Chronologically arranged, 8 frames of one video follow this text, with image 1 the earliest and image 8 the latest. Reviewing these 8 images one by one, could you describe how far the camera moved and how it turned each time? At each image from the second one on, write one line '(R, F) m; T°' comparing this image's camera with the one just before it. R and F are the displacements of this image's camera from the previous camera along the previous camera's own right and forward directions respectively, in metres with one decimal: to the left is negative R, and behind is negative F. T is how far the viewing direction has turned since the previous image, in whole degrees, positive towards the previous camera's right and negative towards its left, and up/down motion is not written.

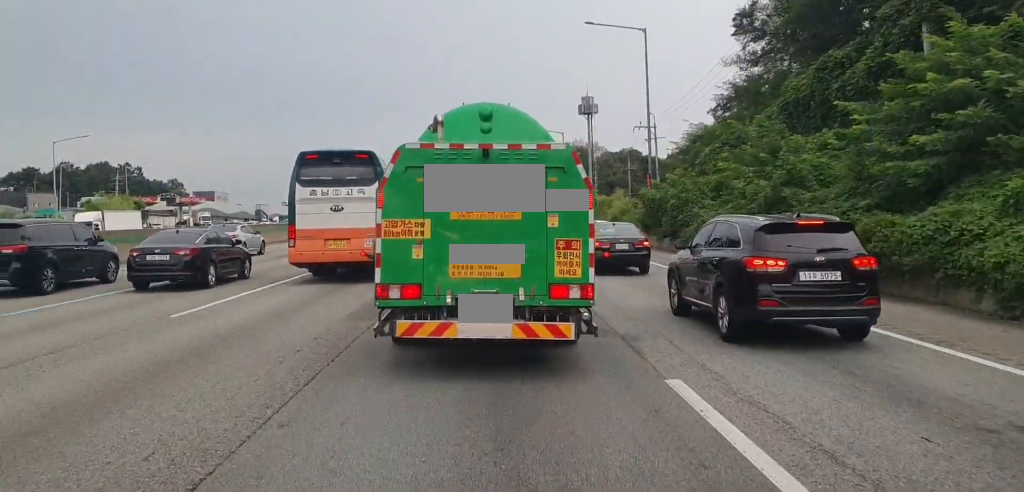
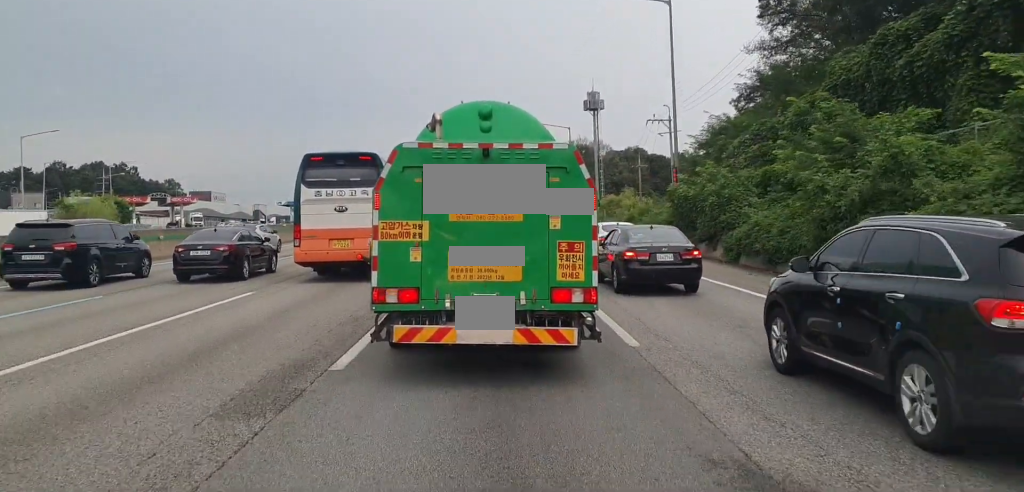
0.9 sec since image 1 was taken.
(0.0, +5.9) m; -1°
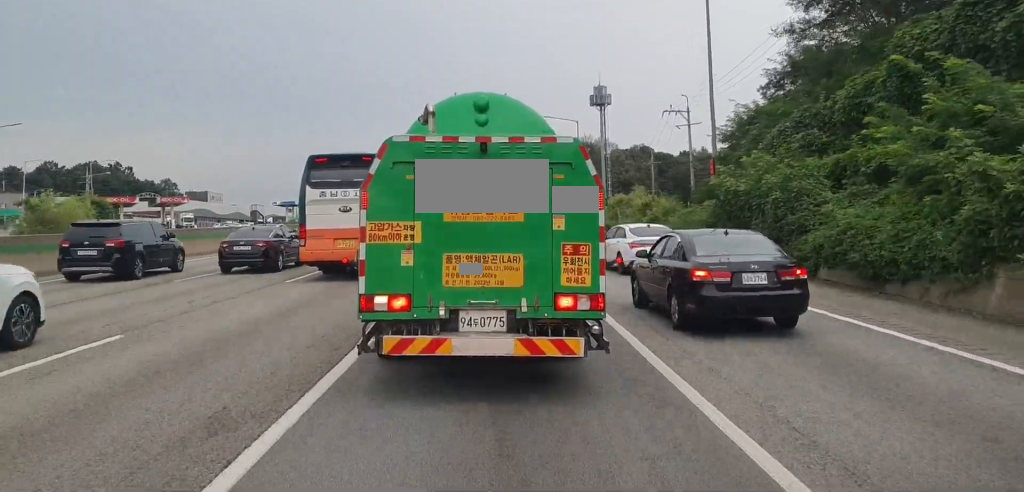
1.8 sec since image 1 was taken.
(-0.1, +6.2) m; -2°
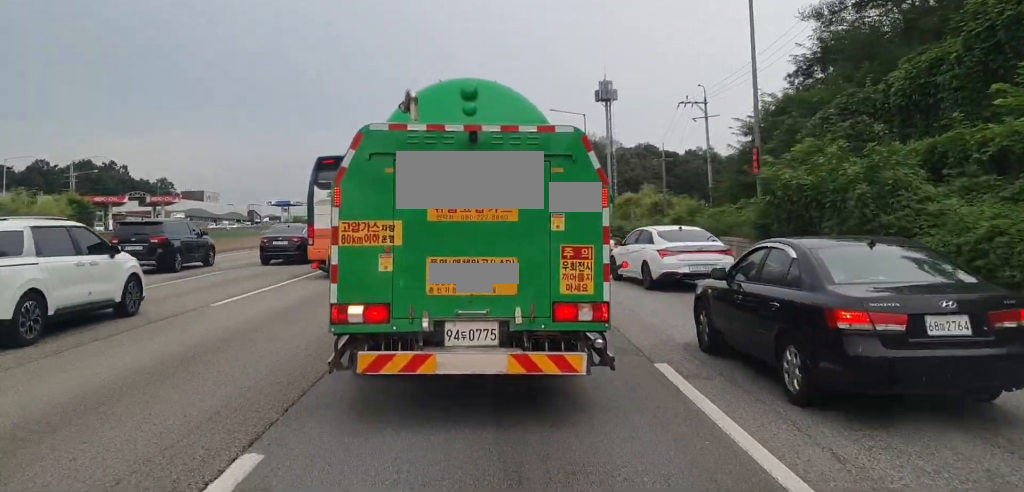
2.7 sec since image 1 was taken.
(-0.1, +4.4) m; 0°
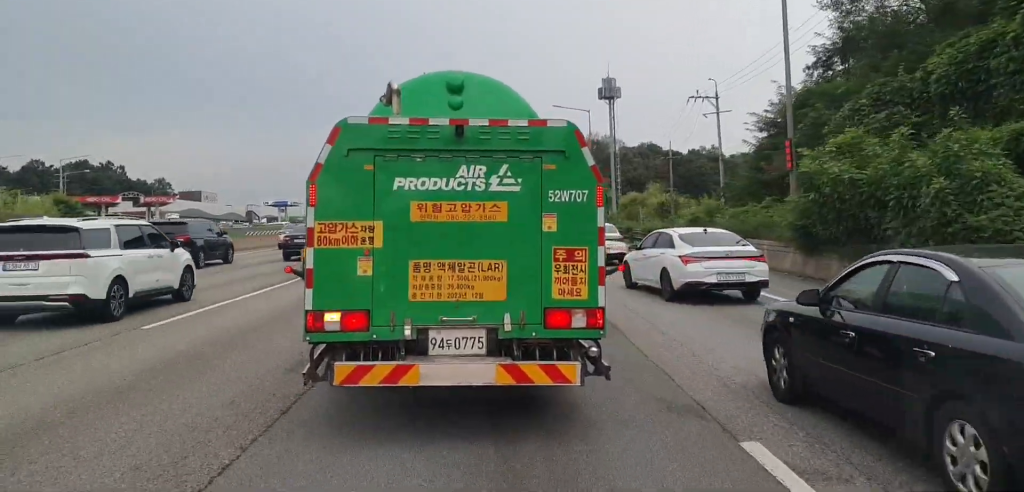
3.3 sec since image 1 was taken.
(0.0, +2.0) m; +1°
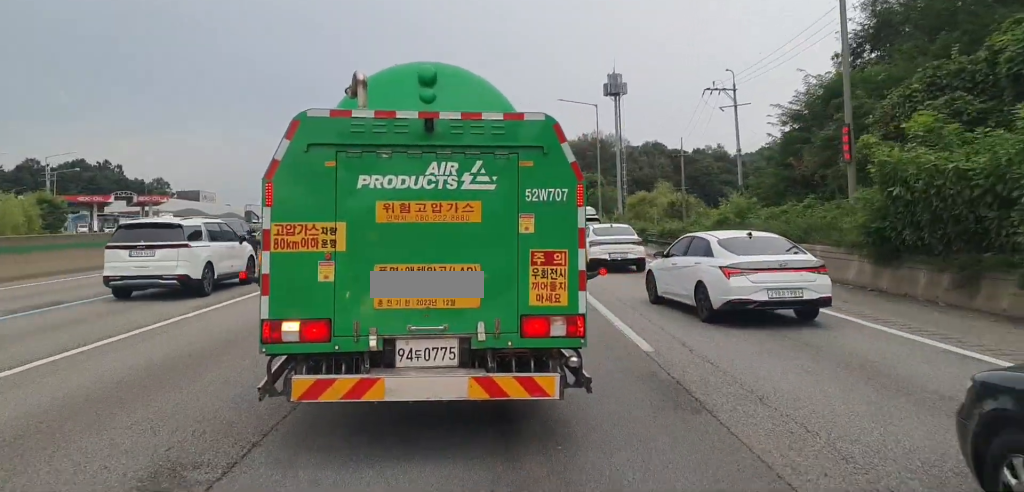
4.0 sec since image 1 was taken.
(0.0, +3.5) m; -1°
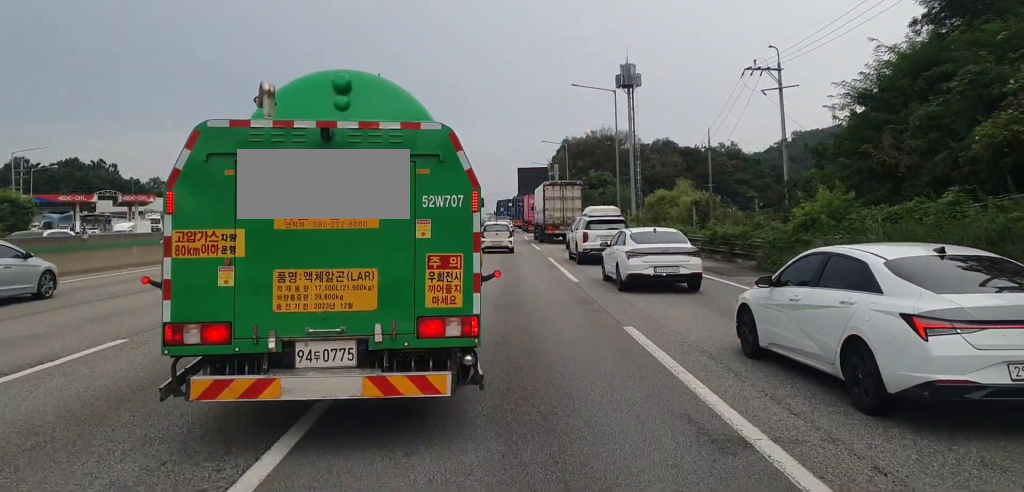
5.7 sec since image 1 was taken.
(0.0, +9.6) m; +1°
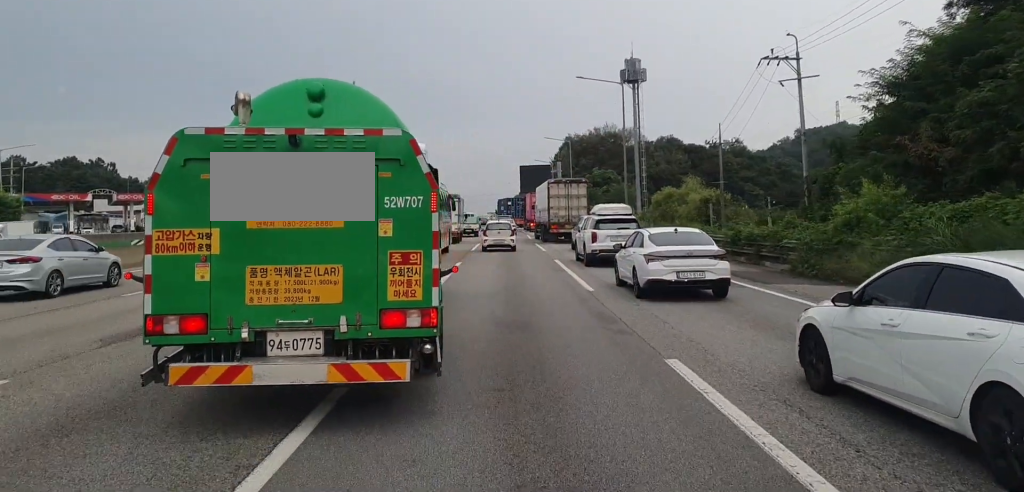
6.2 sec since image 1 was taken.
(+0.2, +3.6) m; 0°
